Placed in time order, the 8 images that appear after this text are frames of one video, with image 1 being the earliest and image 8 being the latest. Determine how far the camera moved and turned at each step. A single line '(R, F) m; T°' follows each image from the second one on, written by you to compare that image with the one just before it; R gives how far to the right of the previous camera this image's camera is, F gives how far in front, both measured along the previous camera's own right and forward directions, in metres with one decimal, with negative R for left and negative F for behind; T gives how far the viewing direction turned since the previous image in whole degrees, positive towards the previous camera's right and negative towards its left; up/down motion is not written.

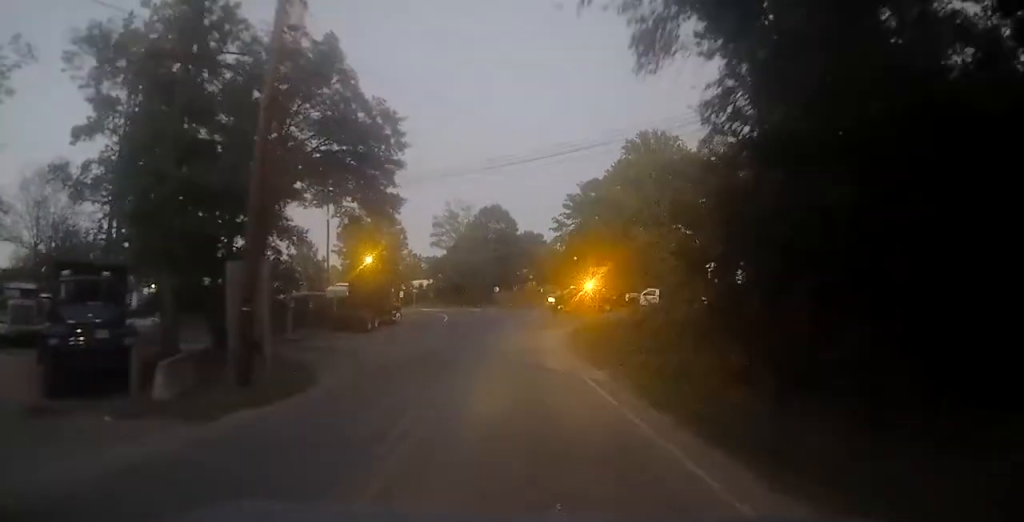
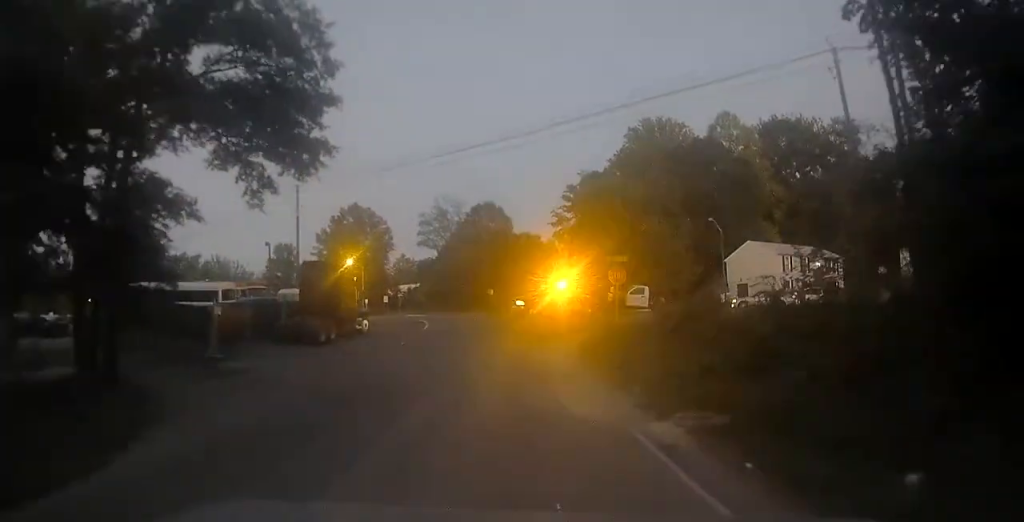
(-0.4, +10.4) m; -2°
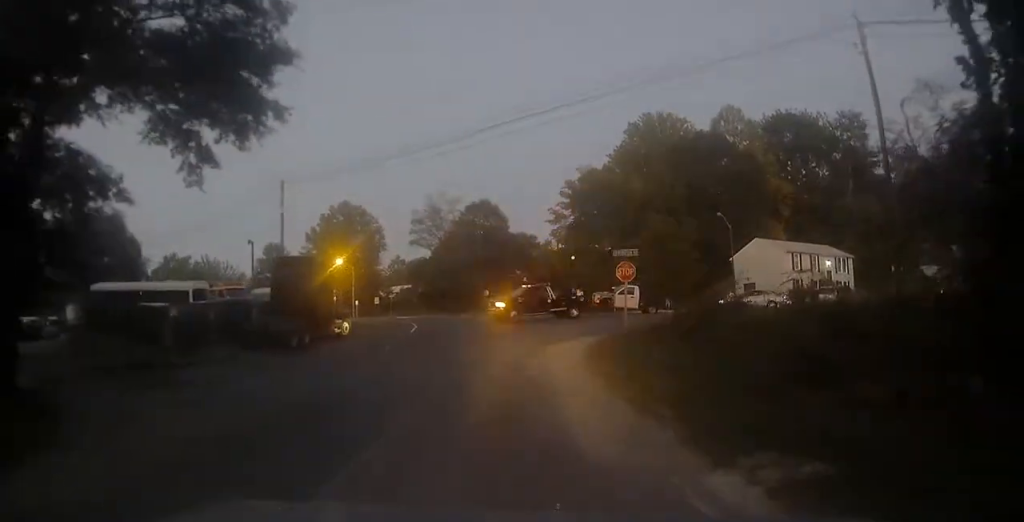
(+0.1, +4.4) m; -1°
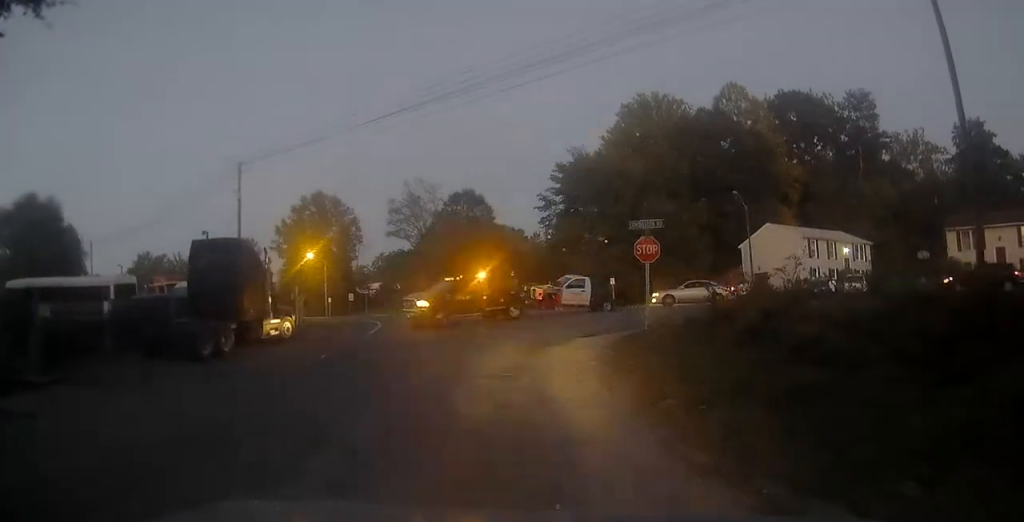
(-0.3, +9.9) m; -2°
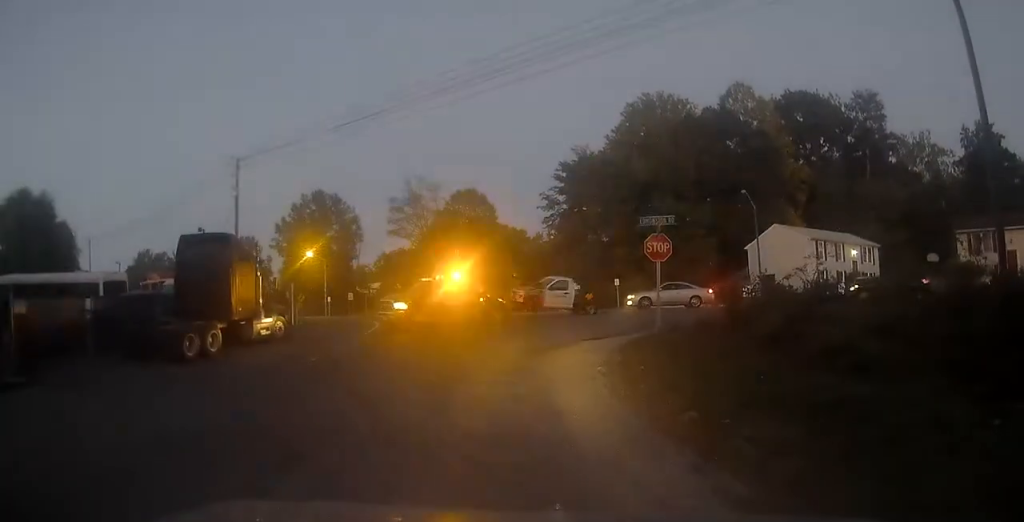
(0.0, +2.5) m; +2°
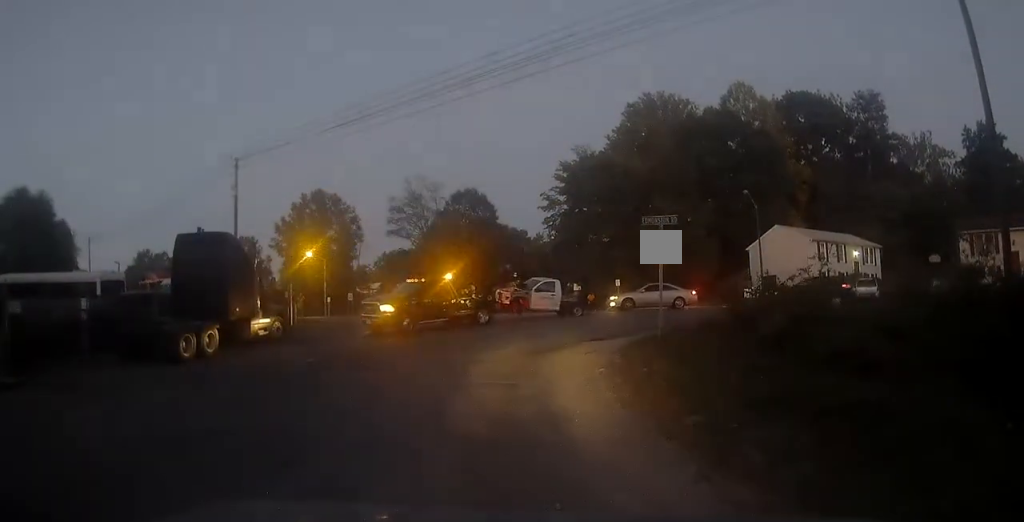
(0.0, +1.2) m; +2°
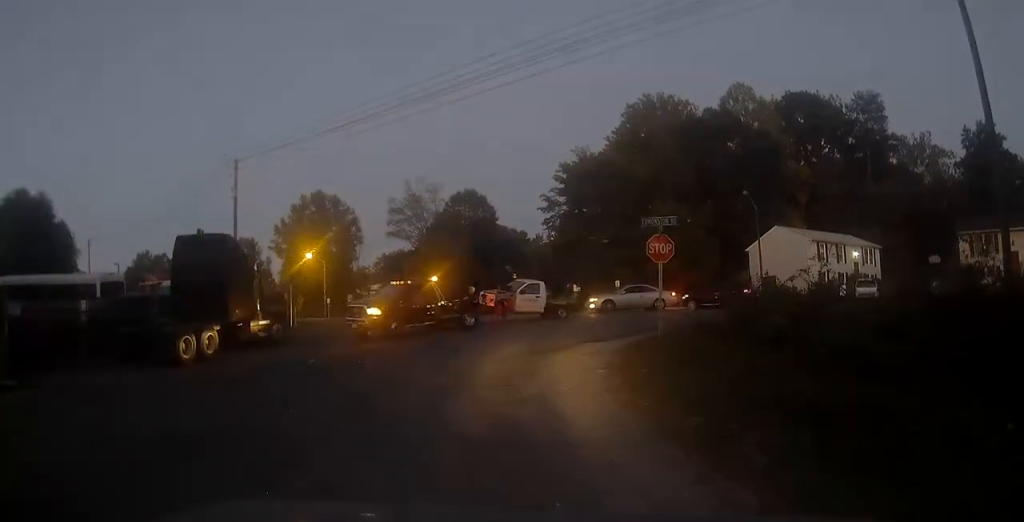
(+0.1, +0.6) m; 0°
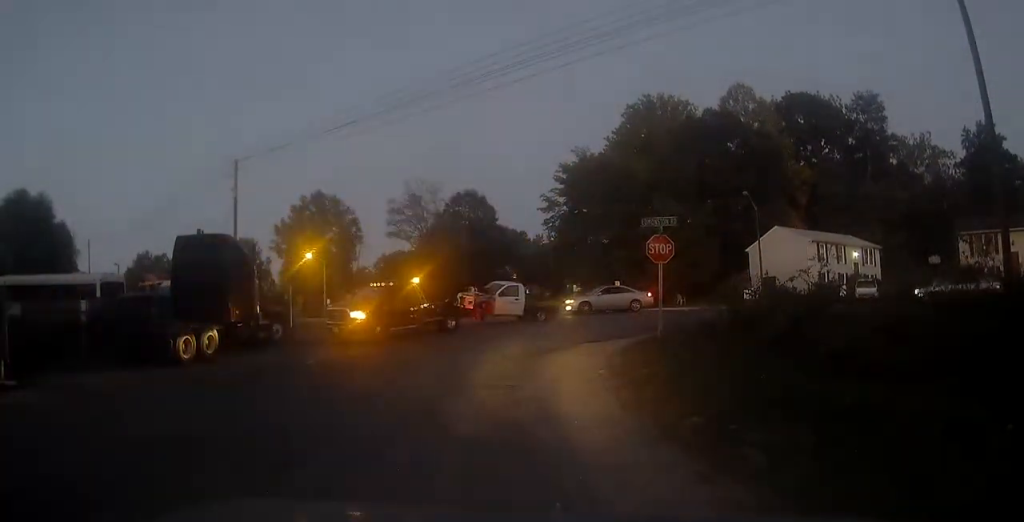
(+0.1, +0.3) m; 0°
